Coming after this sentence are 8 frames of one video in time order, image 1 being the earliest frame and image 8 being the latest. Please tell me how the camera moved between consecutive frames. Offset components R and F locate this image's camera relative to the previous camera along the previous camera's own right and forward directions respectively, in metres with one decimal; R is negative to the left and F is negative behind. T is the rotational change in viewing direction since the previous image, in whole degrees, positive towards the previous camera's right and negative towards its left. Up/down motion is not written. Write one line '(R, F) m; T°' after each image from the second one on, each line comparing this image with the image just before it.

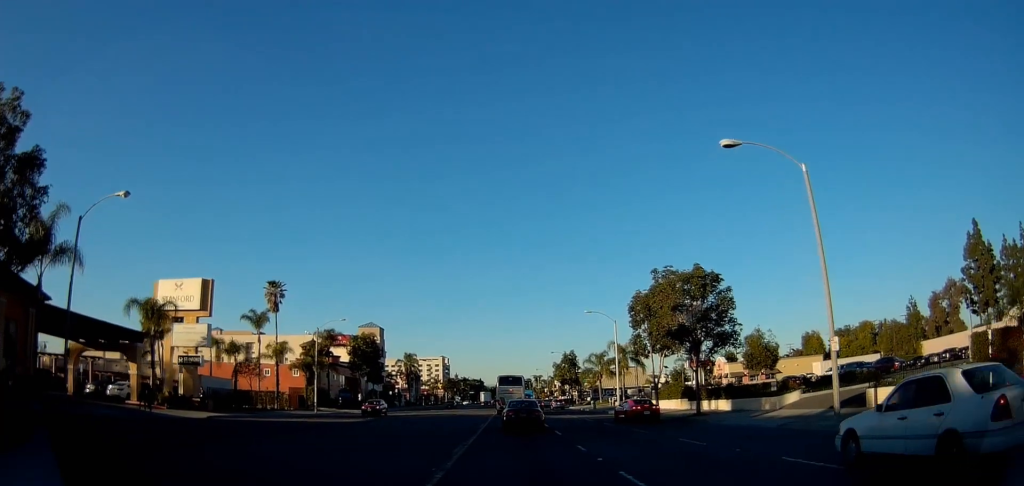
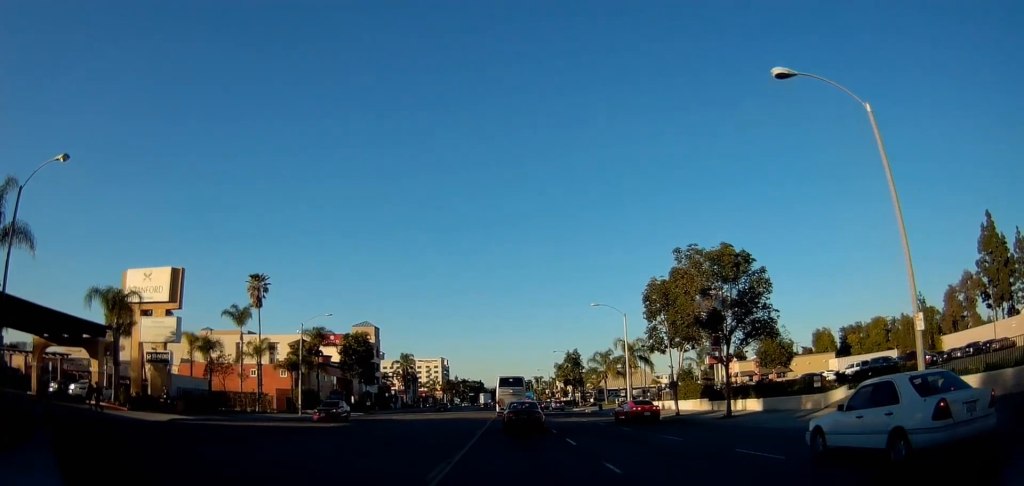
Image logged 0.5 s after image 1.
(+0.2, +5.0) m; +2°
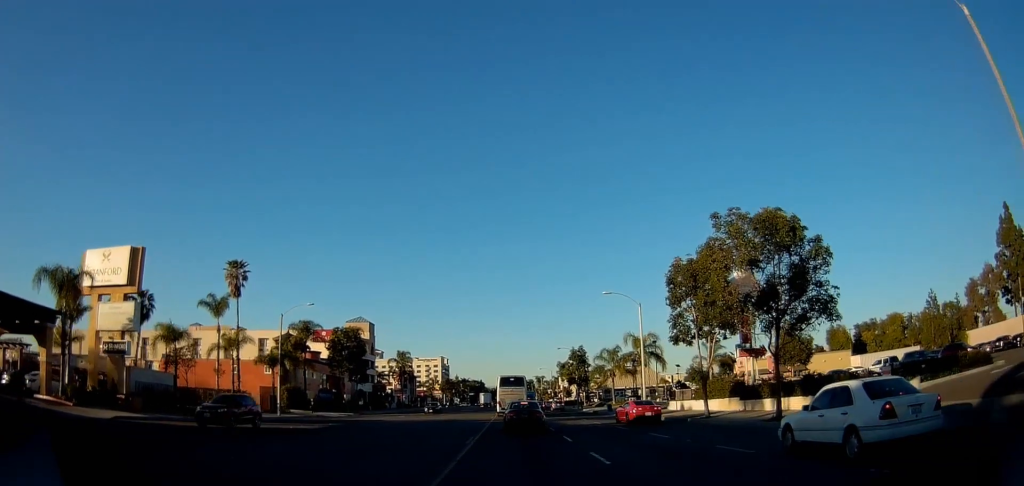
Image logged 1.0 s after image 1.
(+0.1, +5.8) m; +1°
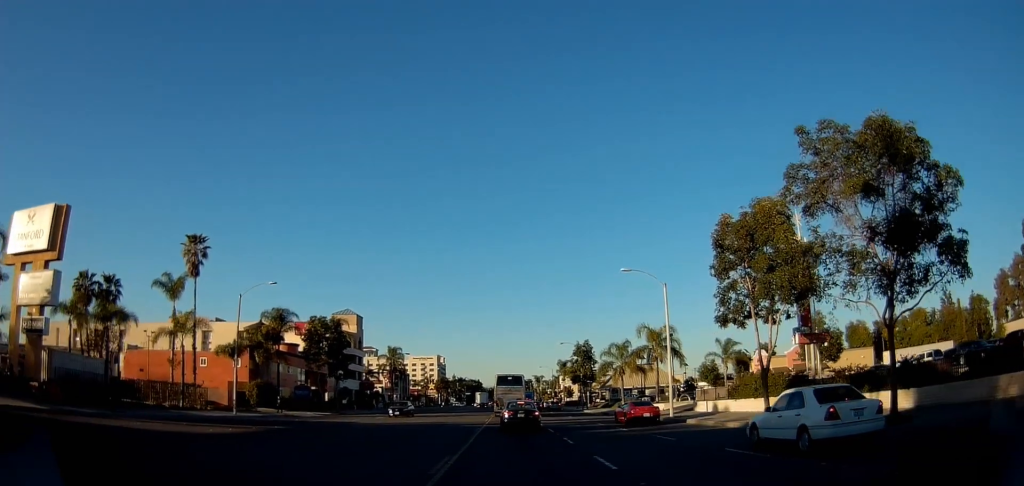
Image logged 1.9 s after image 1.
(0.0, +8.5) m; 0°
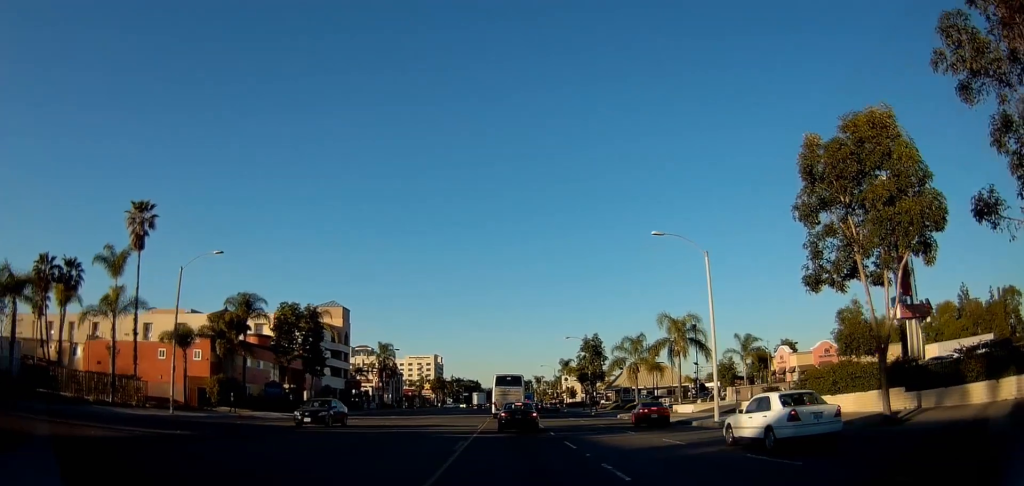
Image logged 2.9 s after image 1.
(0.0, +8.8) m; 0°
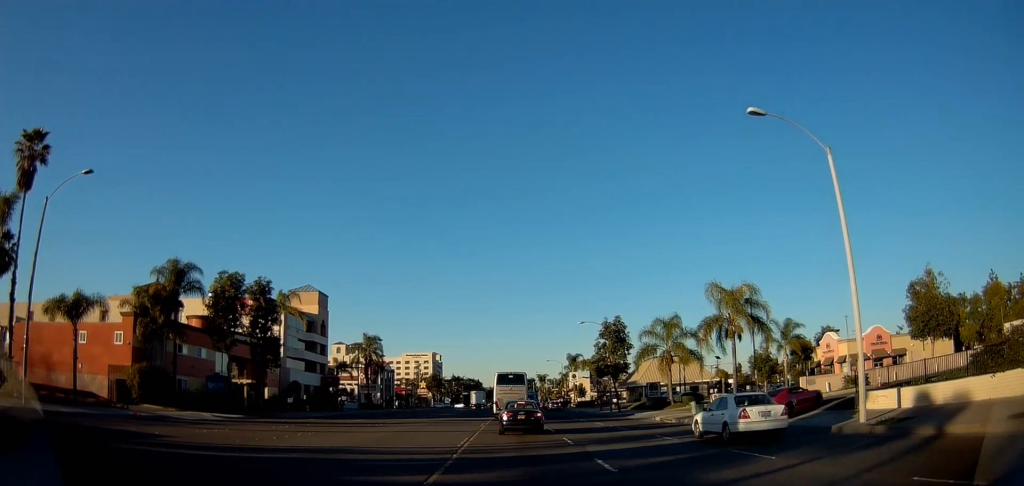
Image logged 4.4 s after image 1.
(0.0, +13.5) m; 0°
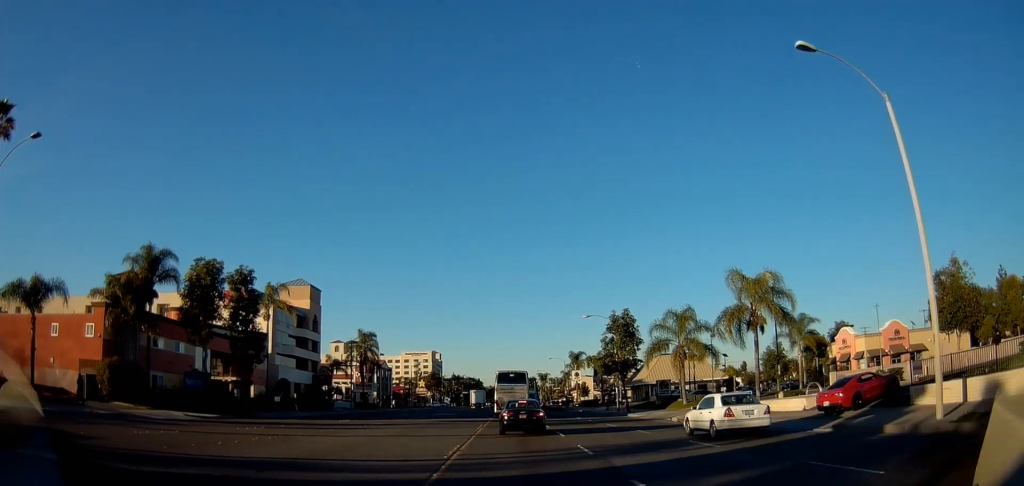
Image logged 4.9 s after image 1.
(0.0, +3.9) m; -2°
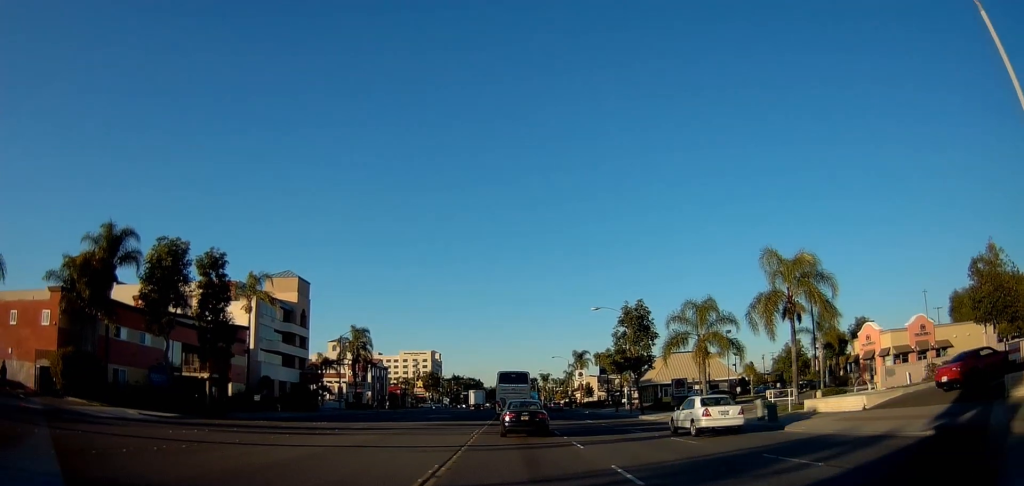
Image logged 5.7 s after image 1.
(+0.1, +5.4) m; -4°
